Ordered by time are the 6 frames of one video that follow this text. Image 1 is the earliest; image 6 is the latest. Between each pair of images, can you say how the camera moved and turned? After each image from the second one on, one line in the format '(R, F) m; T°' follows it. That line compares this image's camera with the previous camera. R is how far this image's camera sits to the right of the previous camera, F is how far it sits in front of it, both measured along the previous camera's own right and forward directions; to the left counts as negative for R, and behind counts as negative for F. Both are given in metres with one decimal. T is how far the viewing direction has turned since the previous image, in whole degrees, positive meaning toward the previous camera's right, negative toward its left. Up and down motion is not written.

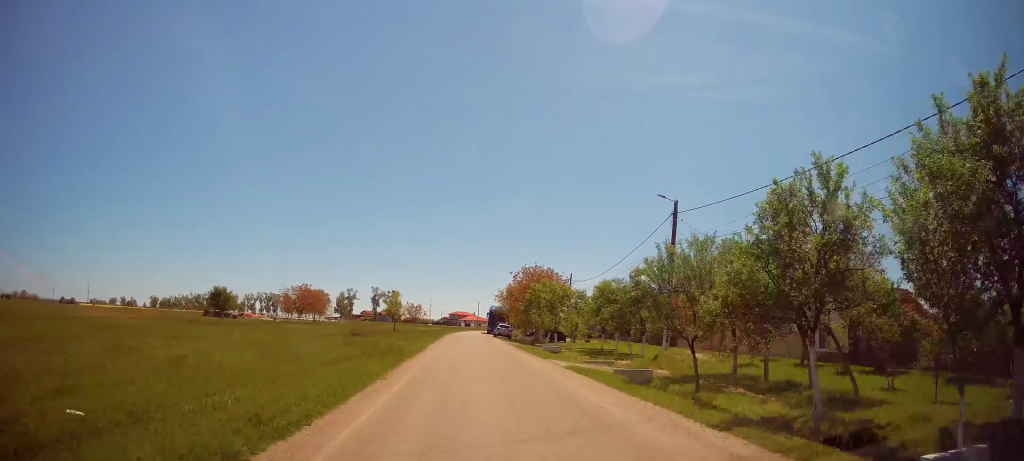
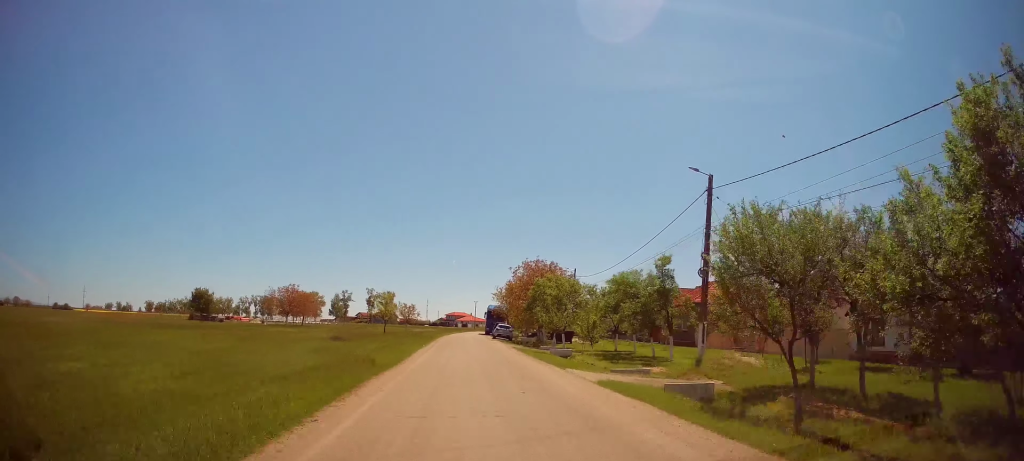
(-0.1, +4.9) m; 0°
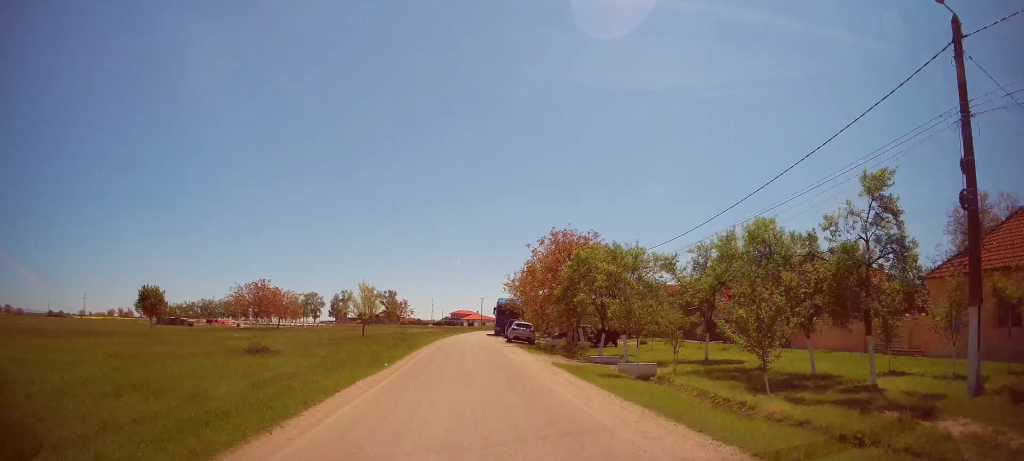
(+0.2, +14.5) m; +1°
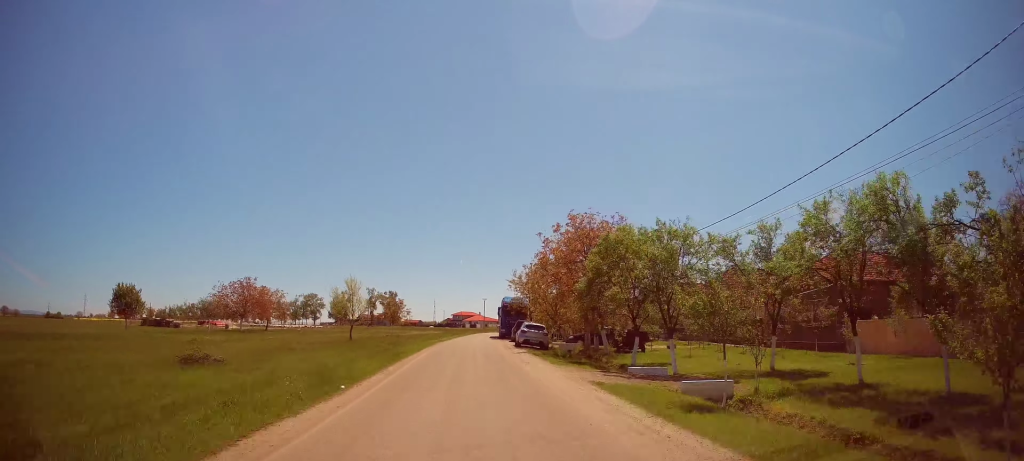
(0.0, +5.6) m; -1°
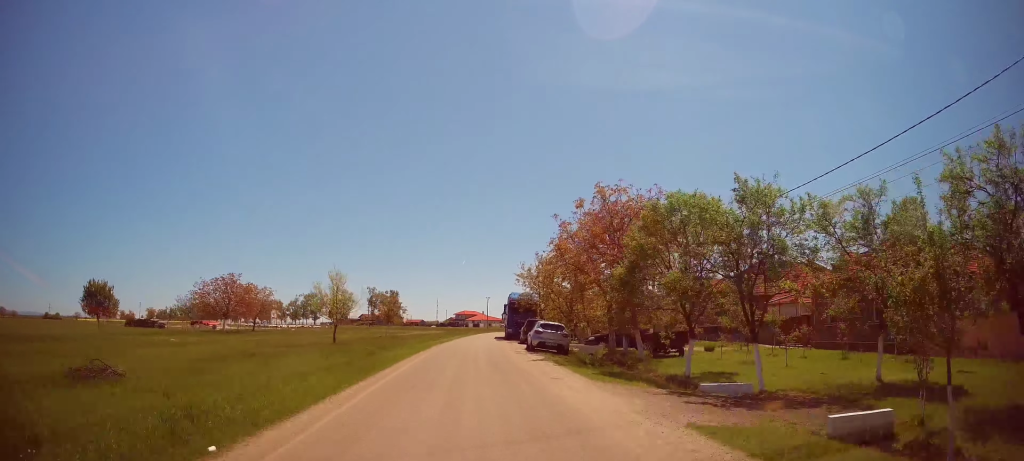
(0.0, +5.5) m; -1°
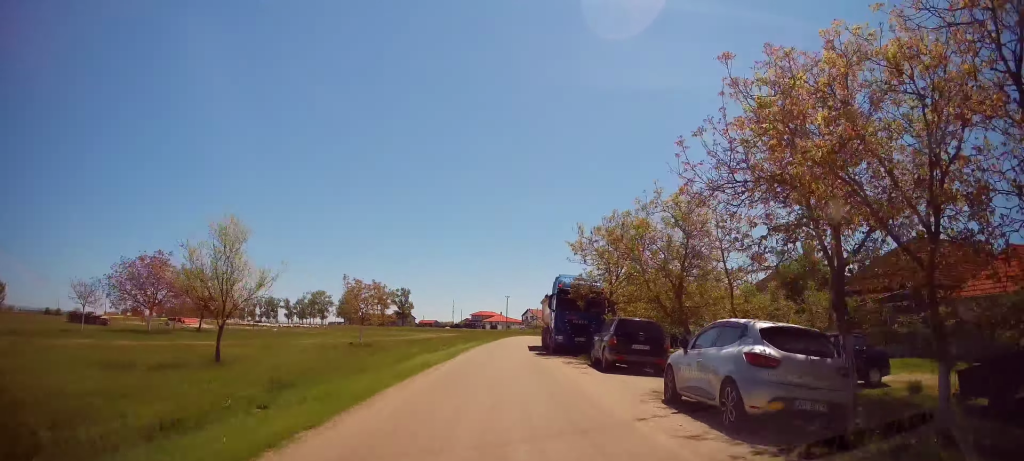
(-0.5, +18.1) m; -1°
